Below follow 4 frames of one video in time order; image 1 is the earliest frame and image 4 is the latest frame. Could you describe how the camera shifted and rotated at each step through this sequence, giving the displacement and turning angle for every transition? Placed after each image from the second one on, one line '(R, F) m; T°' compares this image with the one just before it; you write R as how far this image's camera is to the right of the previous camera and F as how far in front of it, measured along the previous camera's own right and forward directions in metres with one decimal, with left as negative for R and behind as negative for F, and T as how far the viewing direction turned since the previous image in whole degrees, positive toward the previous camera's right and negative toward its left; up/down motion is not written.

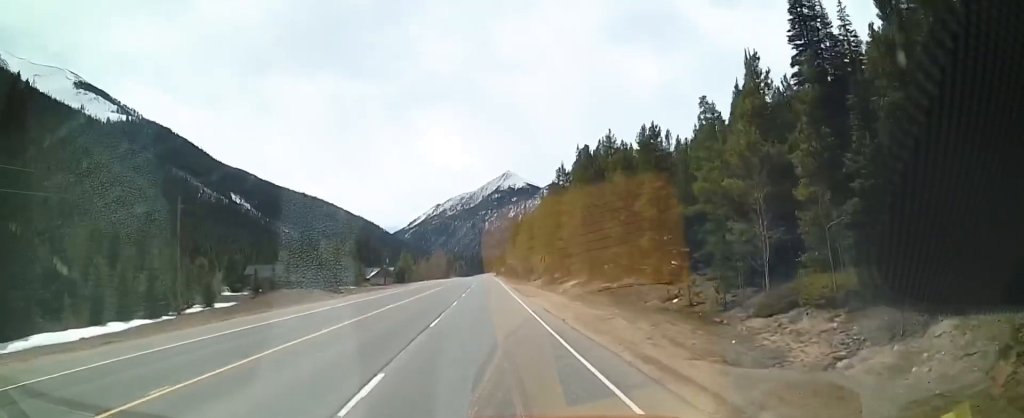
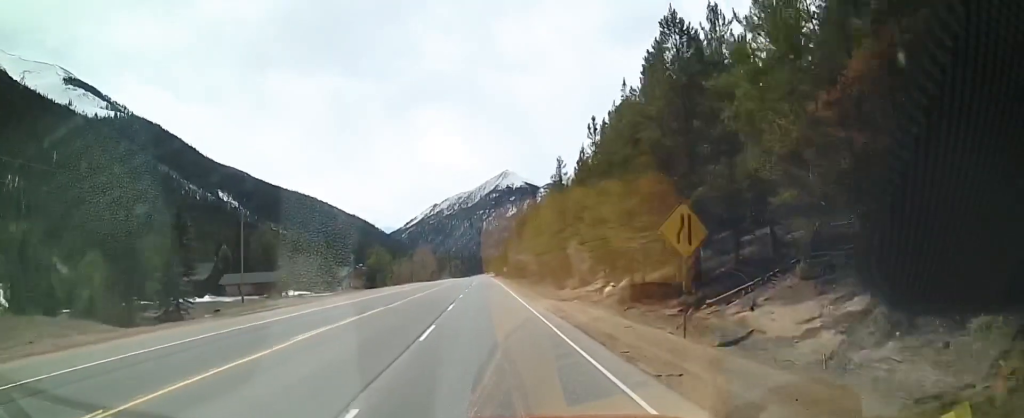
(-0.4, +38.9) m; -1°
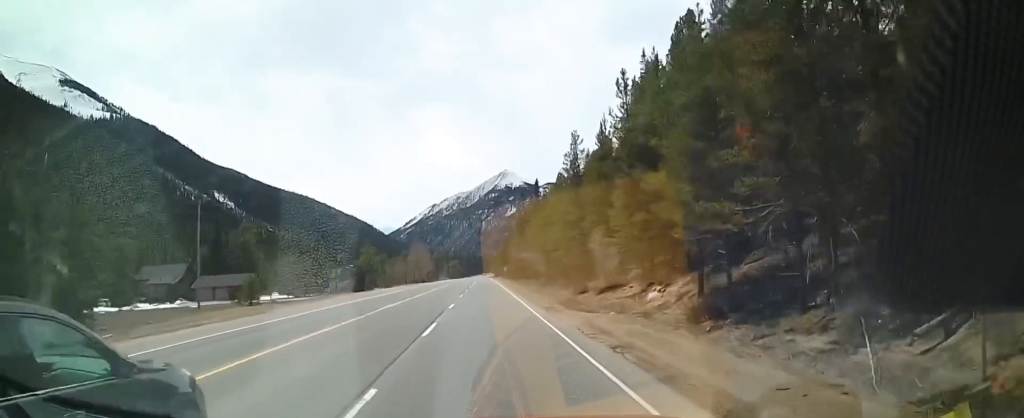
(+0.1, +10.3) m; +1°
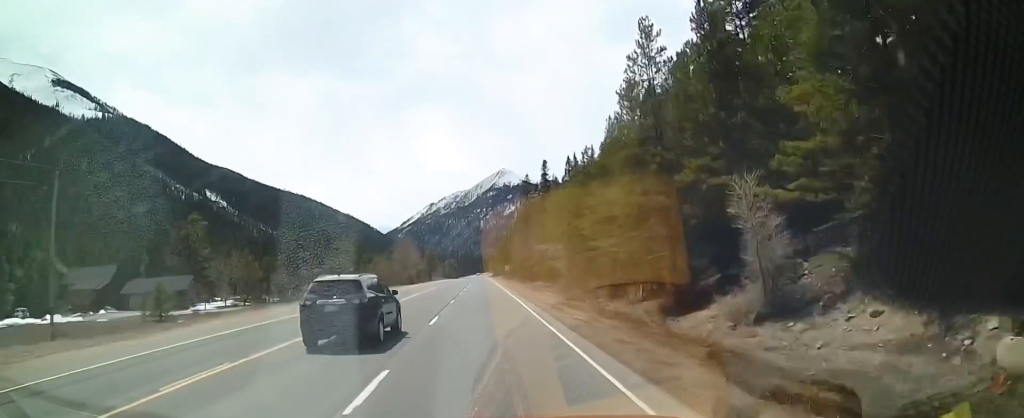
(+0.3, +21.1) m; 0°
